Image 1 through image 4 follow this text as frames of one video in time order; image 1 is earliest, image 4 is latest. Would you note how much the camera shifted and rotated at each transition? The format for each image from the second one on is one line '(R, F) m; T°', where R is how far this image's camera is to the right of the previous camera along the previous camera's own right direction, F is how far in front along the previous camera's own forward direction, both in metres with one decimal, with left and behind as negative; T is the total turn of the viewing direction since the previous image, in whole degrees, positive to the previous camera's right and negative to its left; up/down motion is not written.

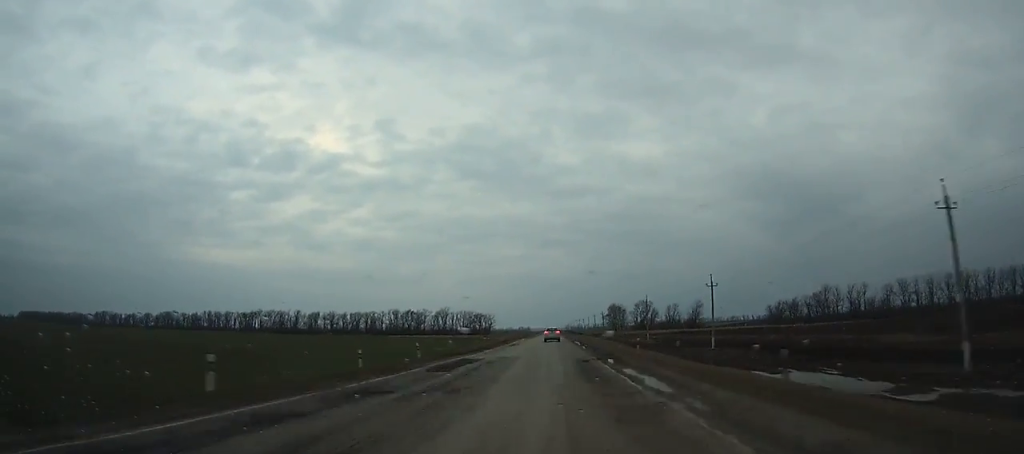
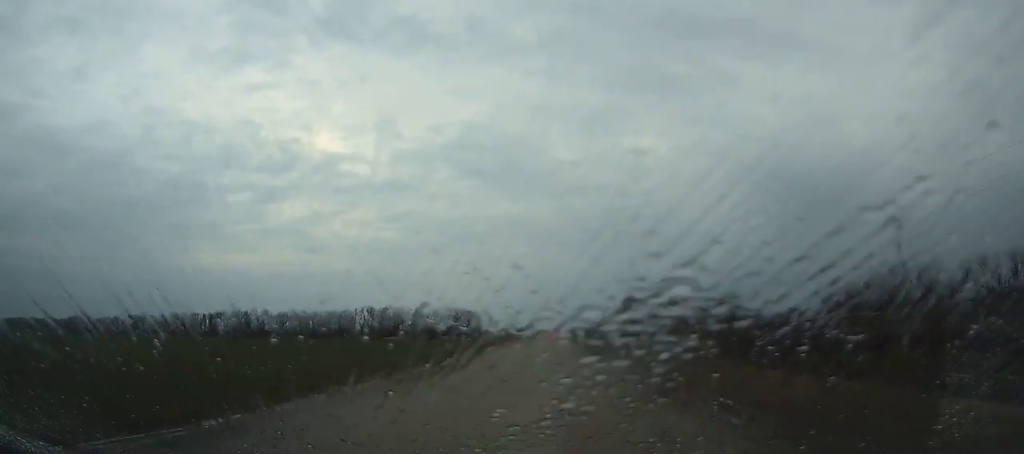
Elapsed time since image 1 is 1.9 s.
(0.0, +40.0) m; 0°
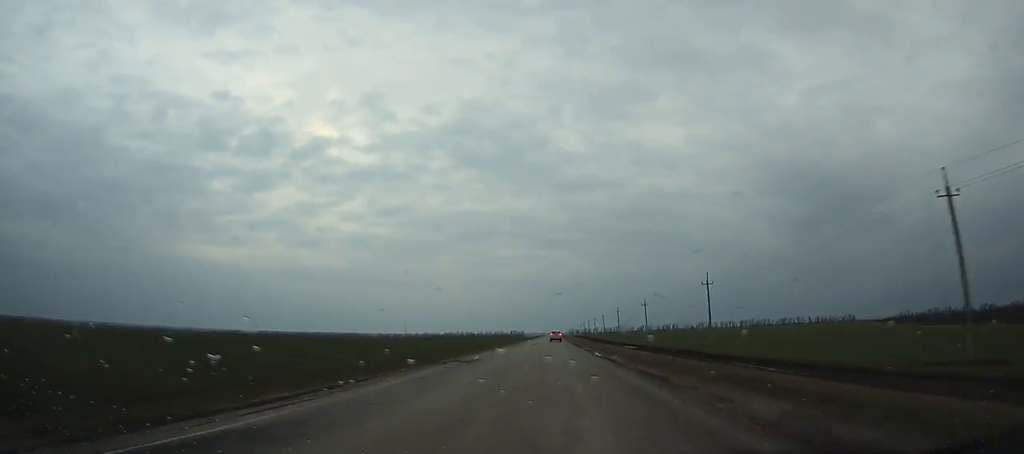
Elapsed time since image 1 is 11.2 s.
(-0.1, +201.2) m; 0°
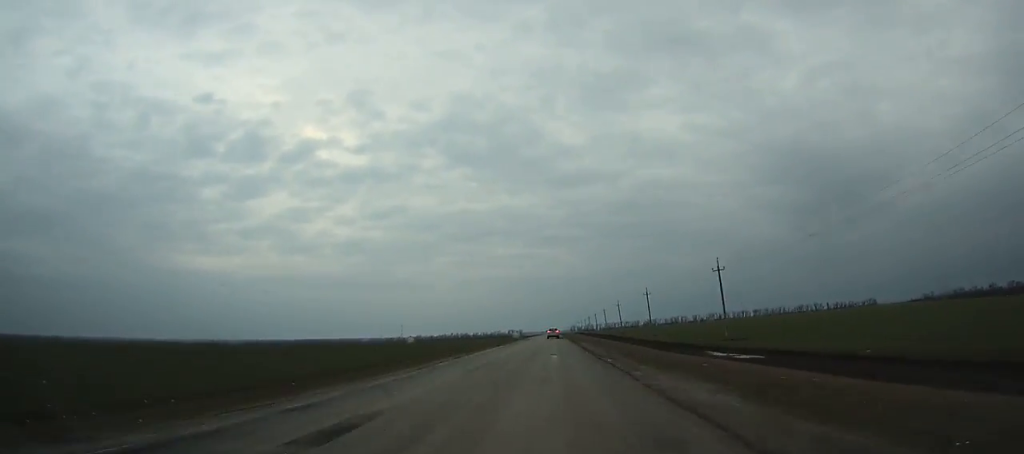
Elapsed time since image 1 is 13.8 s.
(+0.1, +58.4) m; 0°
